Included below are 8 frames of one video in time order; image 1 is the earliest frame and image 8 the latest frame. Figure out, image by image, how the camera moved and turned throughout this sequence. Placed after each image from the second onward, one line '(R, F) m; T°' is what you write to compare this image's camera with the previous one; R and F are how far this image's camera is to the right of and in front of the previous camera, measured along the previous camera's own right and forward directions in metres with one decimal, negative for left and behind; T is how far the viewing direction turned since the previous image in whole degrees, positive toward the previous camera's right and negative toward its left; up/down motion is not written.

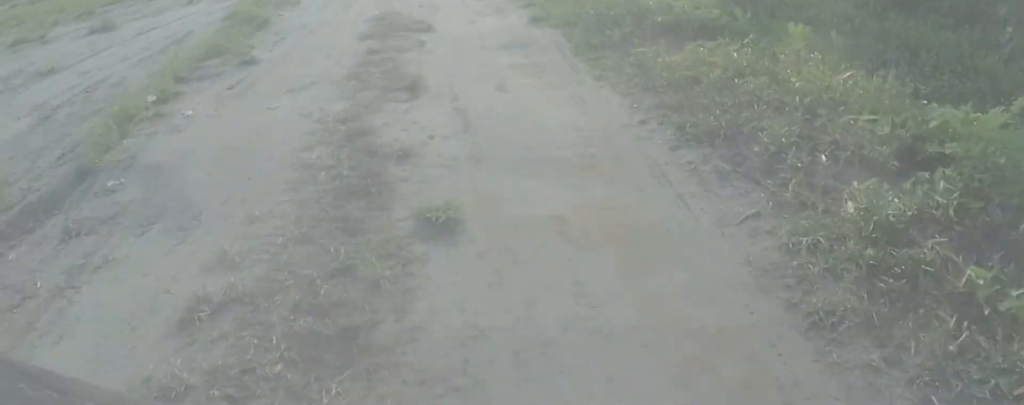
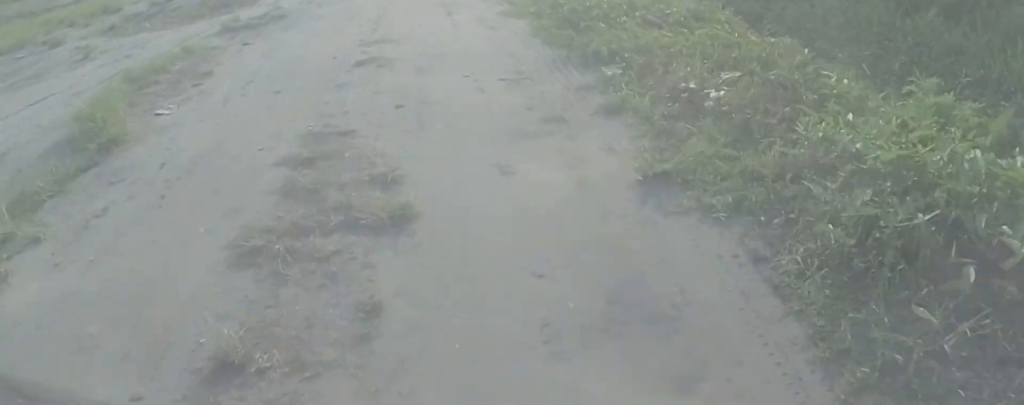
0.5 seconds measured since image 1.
(0.0, +2.6) m; 0°
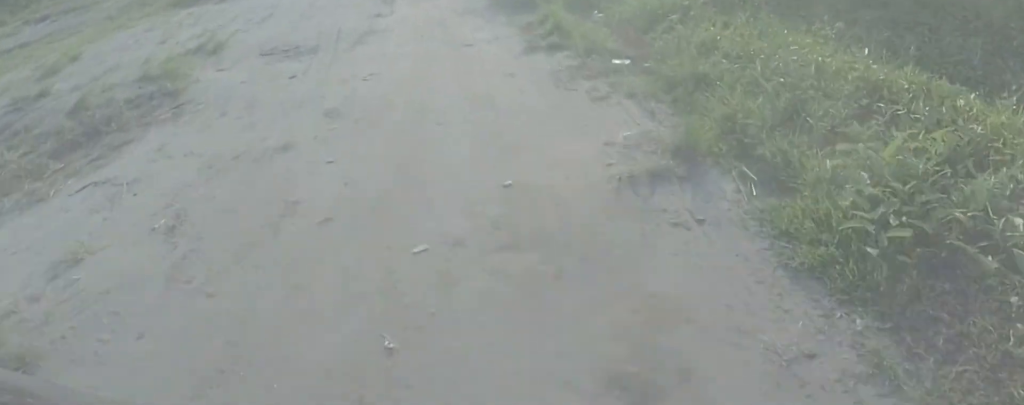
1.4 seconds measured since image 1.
(0.0, +4.0) m; 0°
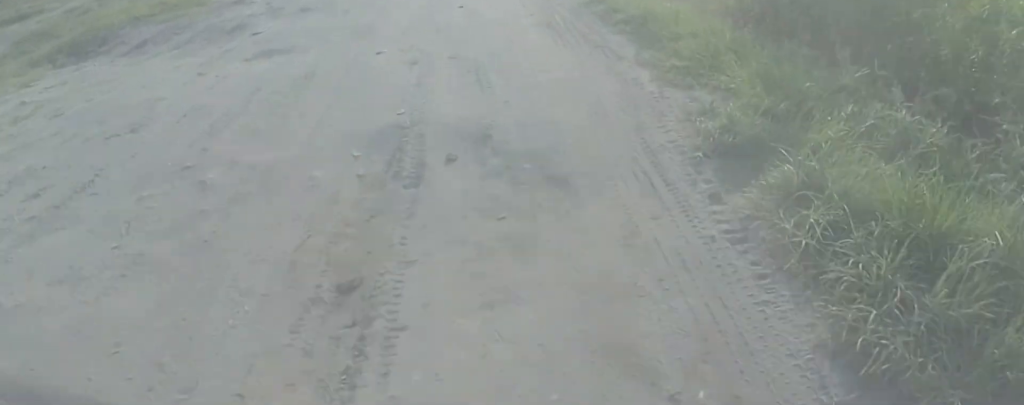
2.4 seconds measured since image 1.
(0.0, +4.2) m; 0°
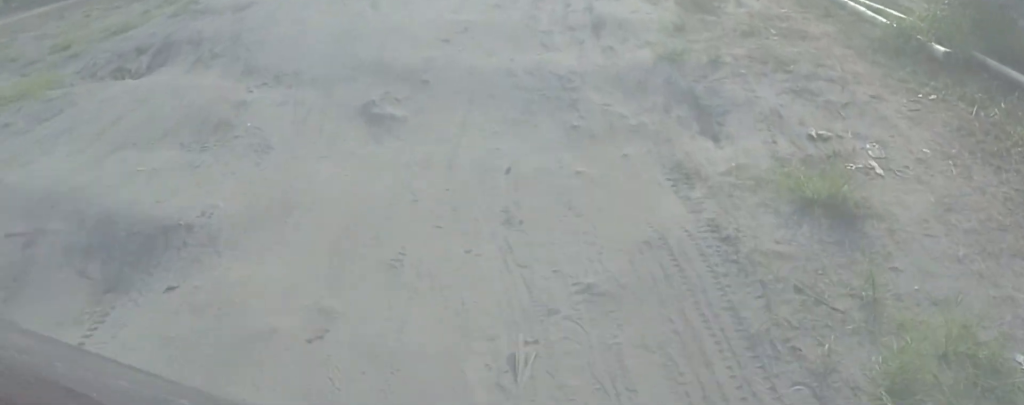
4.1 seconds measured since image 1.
(0.0, +6.7) m; 0°
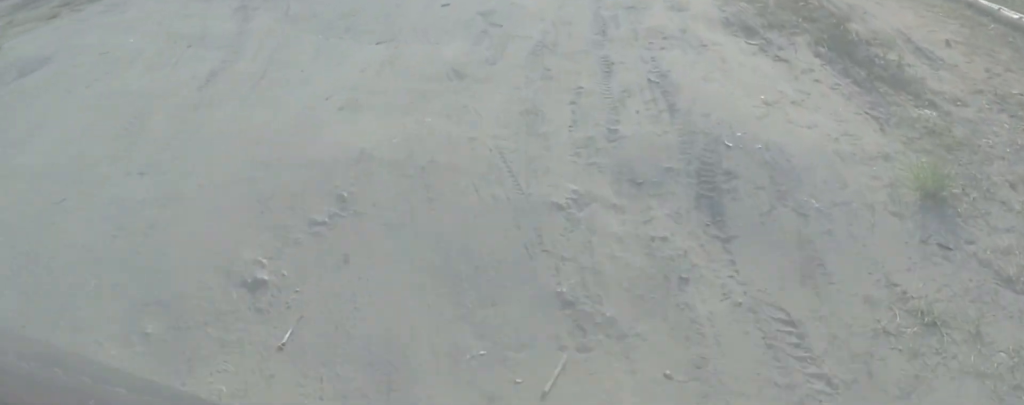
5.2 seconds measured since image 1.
(0.0, +4.2) m; 0°
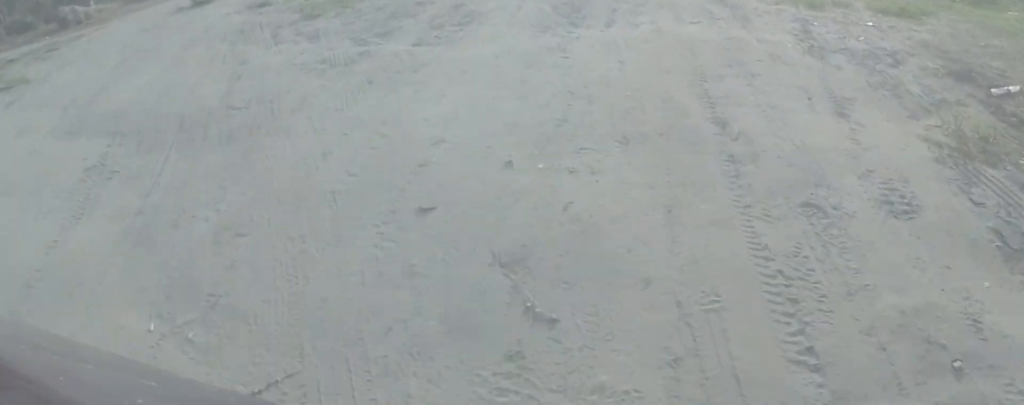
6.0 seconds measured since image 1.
(0.0, +3.2) m; 0°
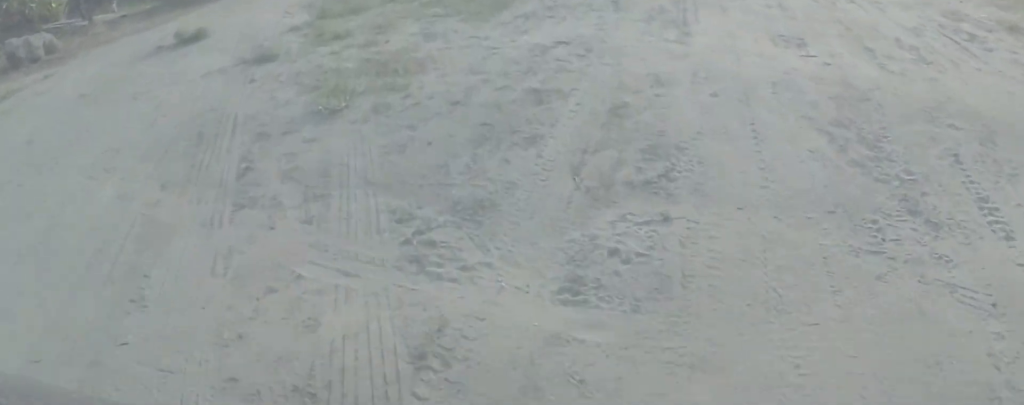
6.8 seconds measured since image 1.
(0.0, +2.3) m; 0°
